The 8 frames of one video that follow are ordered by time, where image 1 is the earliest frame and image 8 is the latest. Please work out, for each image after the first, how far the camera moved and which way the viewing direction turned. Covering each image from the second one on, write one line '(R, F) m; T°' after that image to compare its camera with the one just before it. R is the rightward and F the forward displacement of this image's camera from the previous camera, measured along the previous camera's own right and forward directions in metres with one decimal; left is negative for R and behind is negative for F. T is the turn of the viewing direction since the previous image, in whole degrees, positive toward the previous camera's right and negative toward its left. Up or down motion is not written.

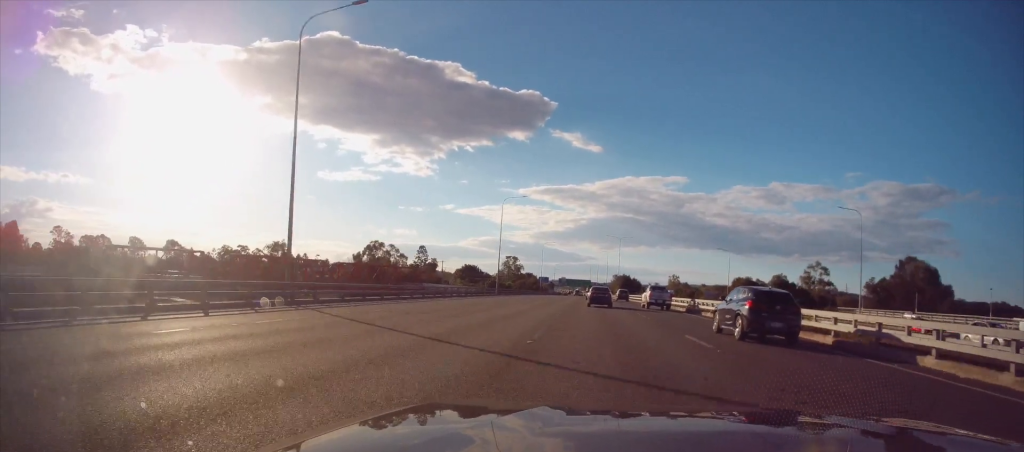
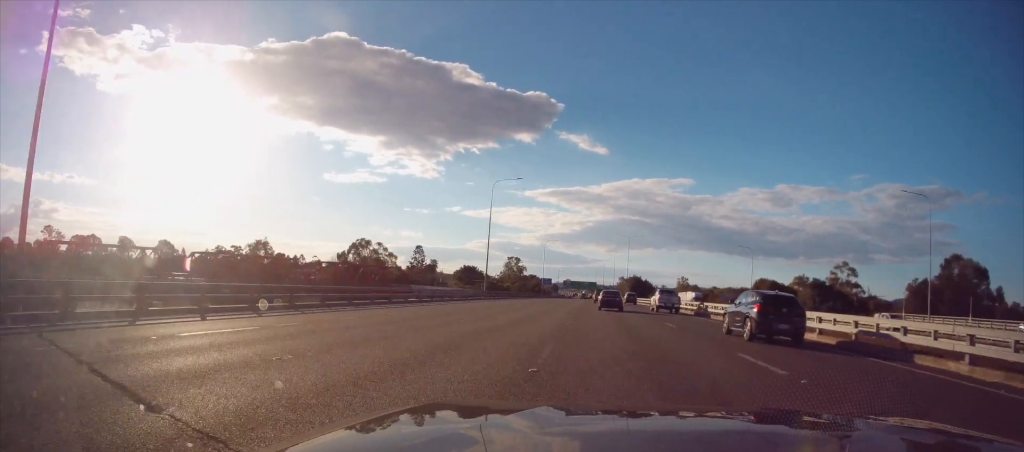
(0.0, +15.4) m; 0°
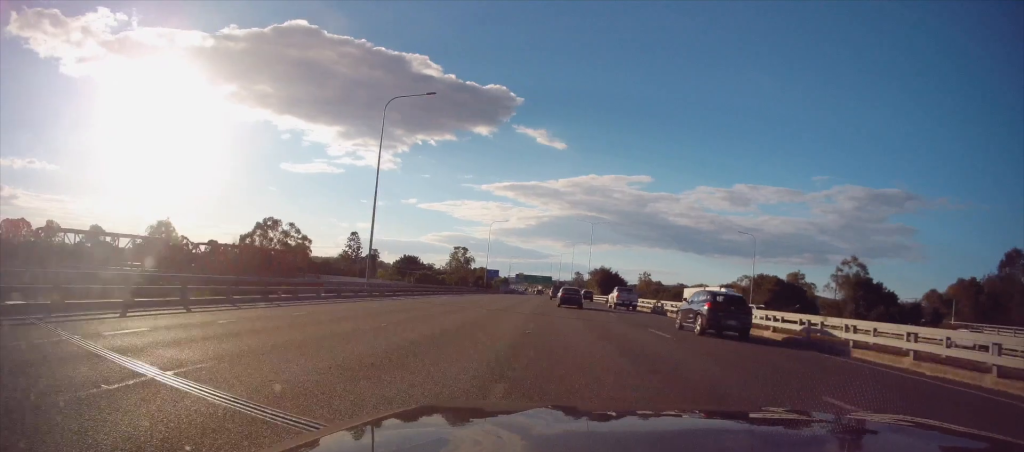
(+0.3, +29.0) m; +1°
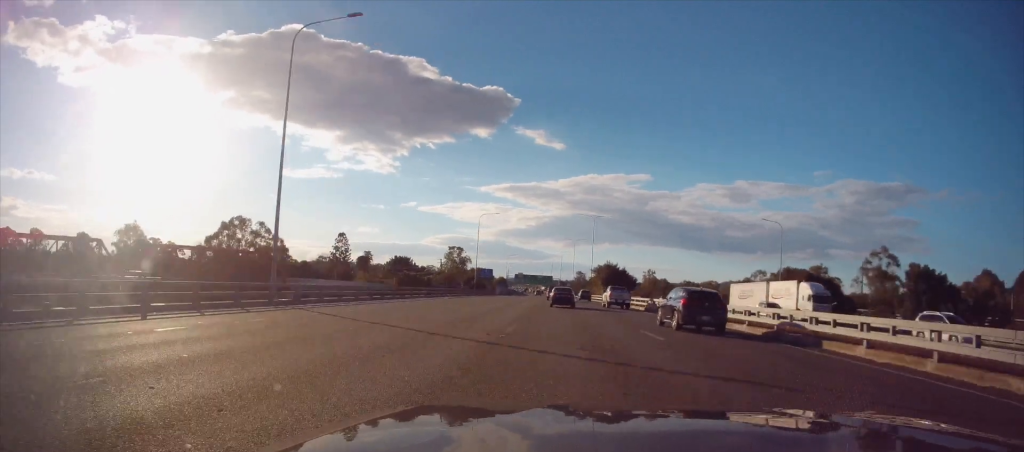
(0.0, +13.7) m; 0°
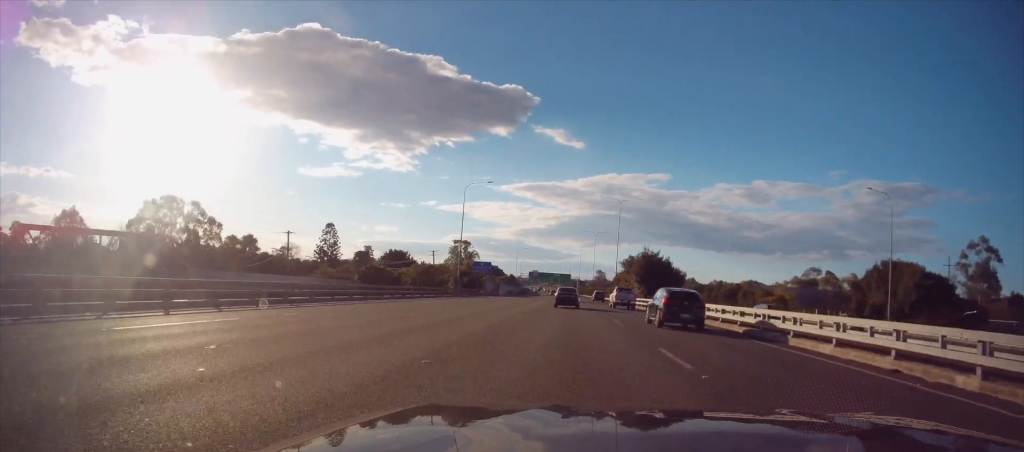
(0.0, +29.3) m; 0°
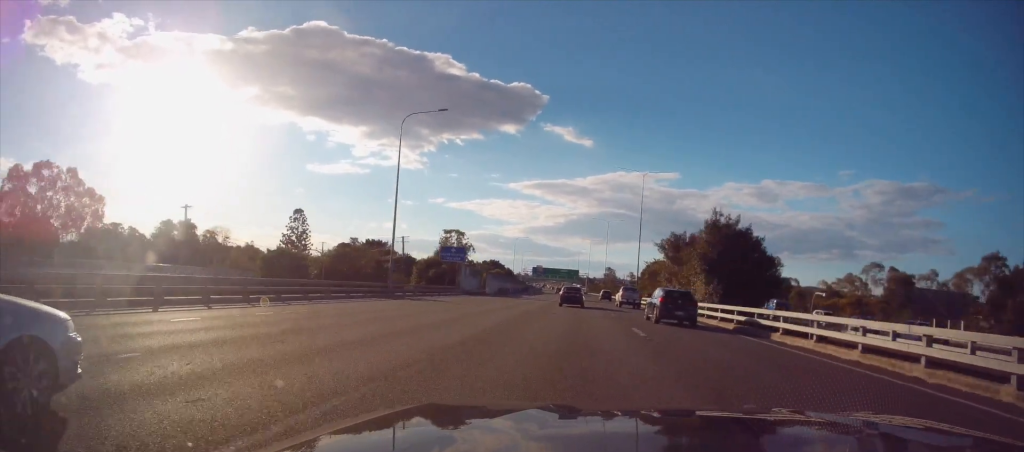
(+0.3, +30.2) m; -1°
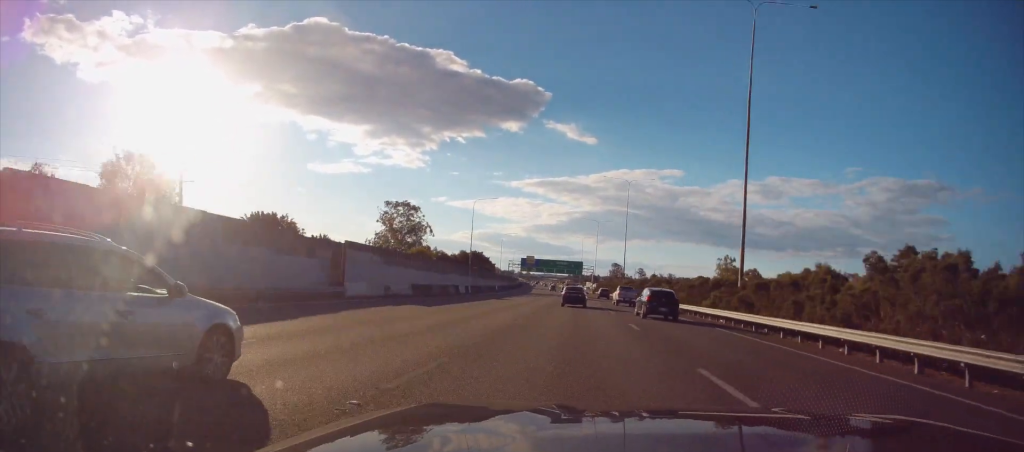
(-0.7, +63.6) m; 0°
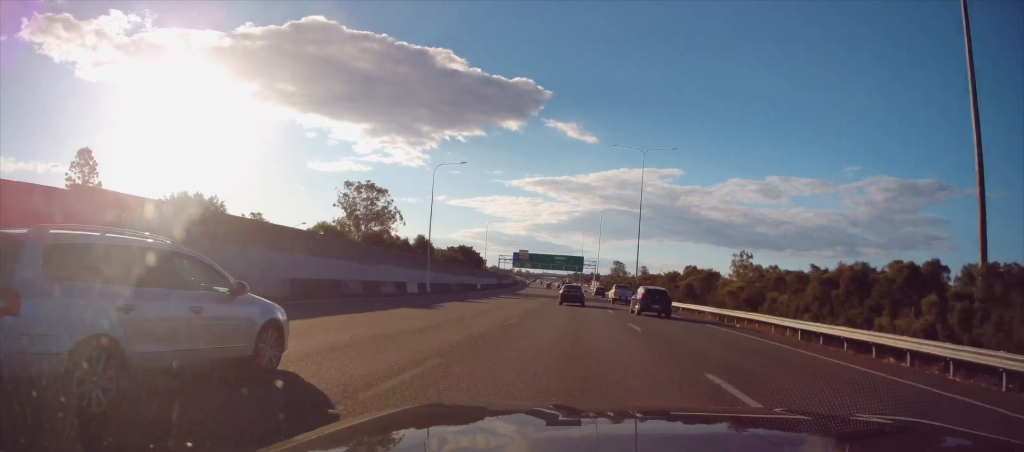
(0.0, +24.4) m; -1°
